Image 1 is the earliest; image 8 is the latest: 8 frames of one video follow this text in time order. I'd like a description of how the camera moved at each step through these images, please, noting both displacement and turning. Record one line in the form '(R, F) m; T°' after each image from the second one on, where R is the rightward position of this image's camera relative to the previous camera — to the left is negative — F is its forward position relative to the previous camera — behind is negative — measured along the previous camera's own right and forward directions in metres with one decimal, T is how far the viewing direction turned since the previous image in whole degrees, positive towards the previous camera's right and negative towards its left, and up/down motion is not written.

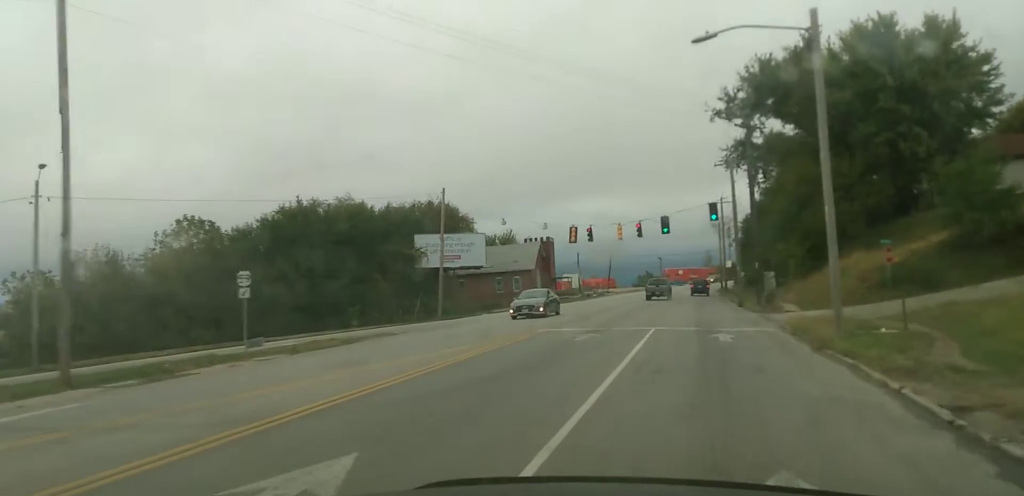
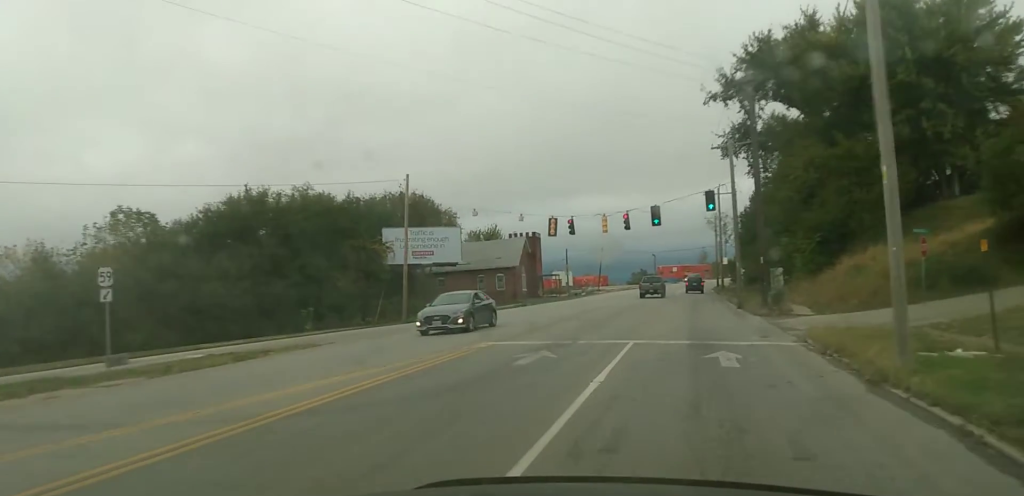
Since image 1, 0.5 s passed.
(-0.1, +6.8) m; +1°
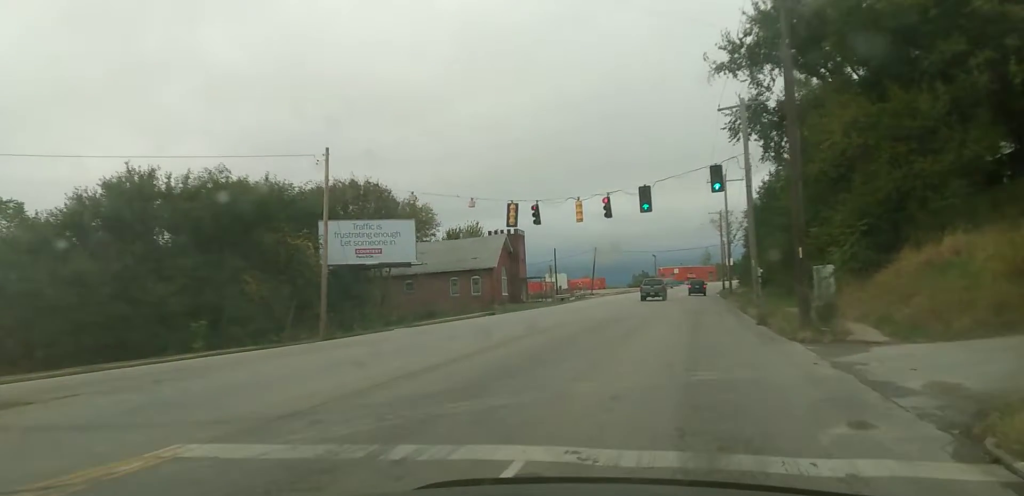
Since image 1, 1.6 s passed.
(+0.3, +13.7) m; +2°
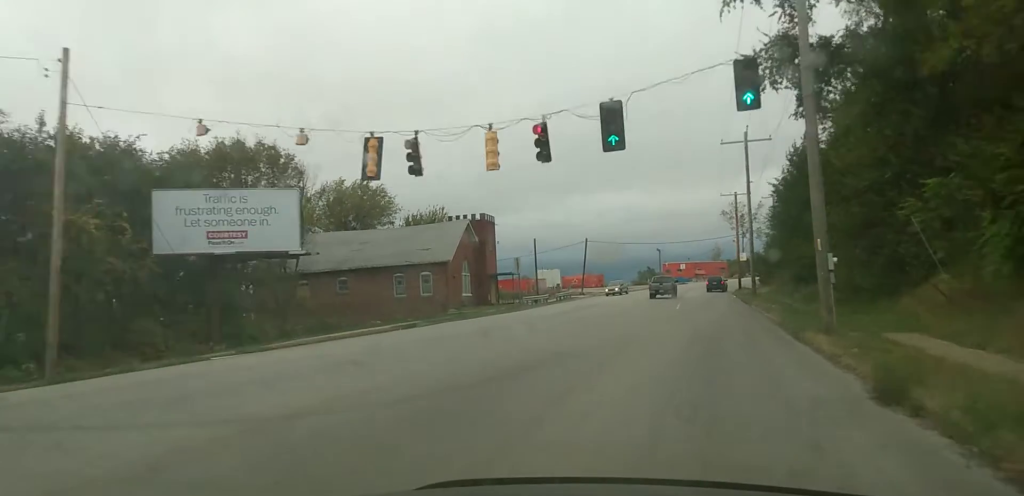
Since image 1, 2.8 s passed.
(+0.2, +16.1) m; 0°
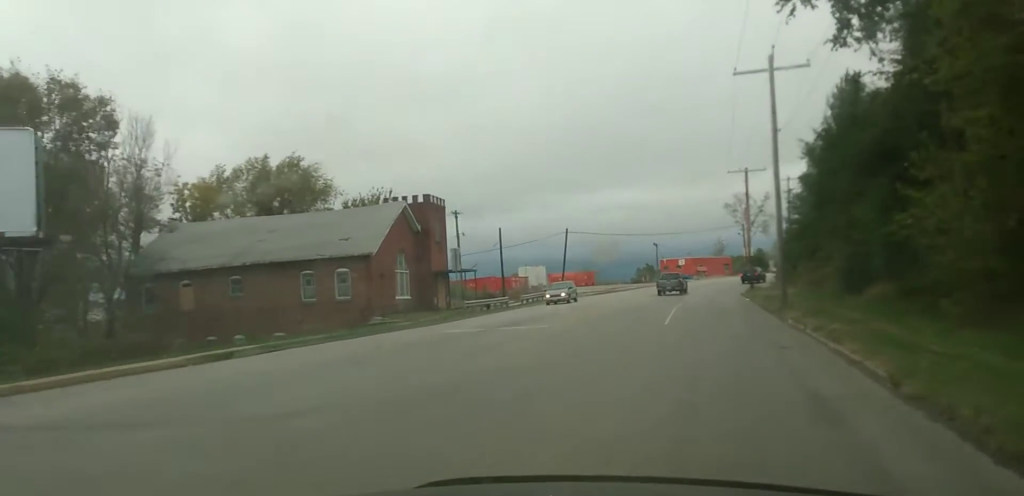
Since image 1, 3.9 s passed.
(-0.1, +16.4) m; -1°
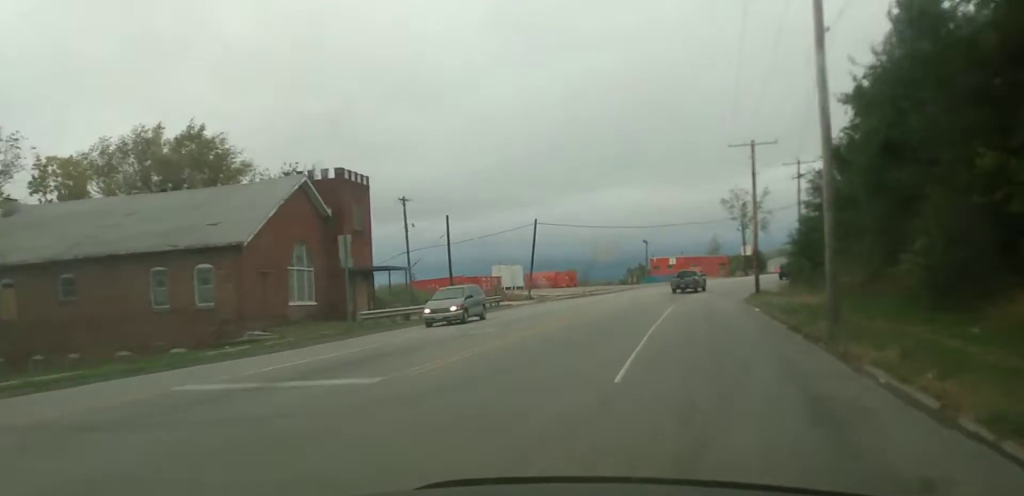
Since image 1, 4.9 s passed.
(-0.1, +14.0) m; +1°
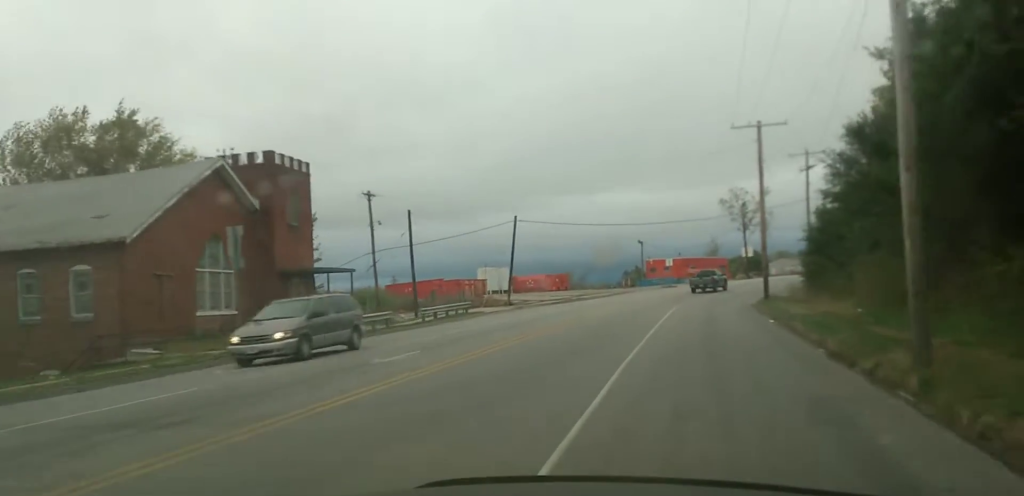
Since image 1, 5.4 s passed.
(+0.2, +8.6) m; +1°
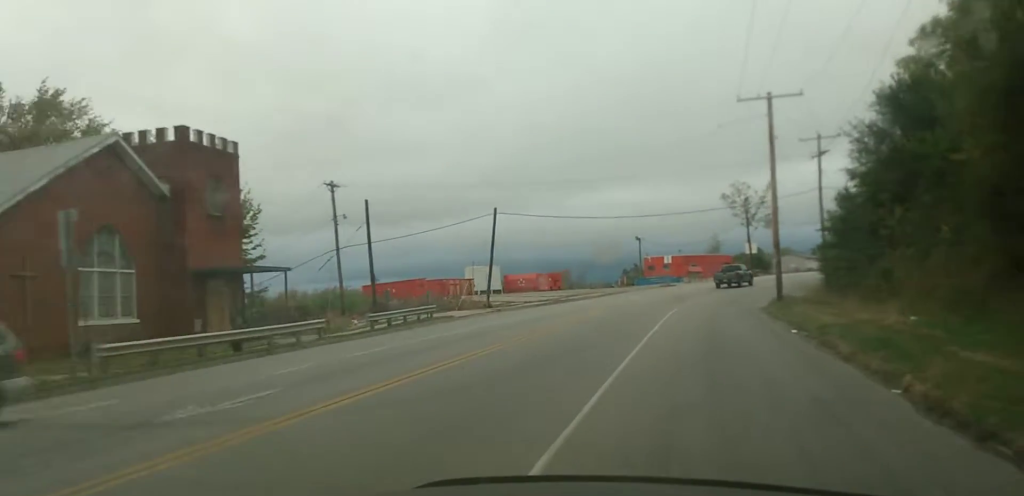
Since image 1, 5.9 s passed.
(+0.2, +6.5) m; 0°
